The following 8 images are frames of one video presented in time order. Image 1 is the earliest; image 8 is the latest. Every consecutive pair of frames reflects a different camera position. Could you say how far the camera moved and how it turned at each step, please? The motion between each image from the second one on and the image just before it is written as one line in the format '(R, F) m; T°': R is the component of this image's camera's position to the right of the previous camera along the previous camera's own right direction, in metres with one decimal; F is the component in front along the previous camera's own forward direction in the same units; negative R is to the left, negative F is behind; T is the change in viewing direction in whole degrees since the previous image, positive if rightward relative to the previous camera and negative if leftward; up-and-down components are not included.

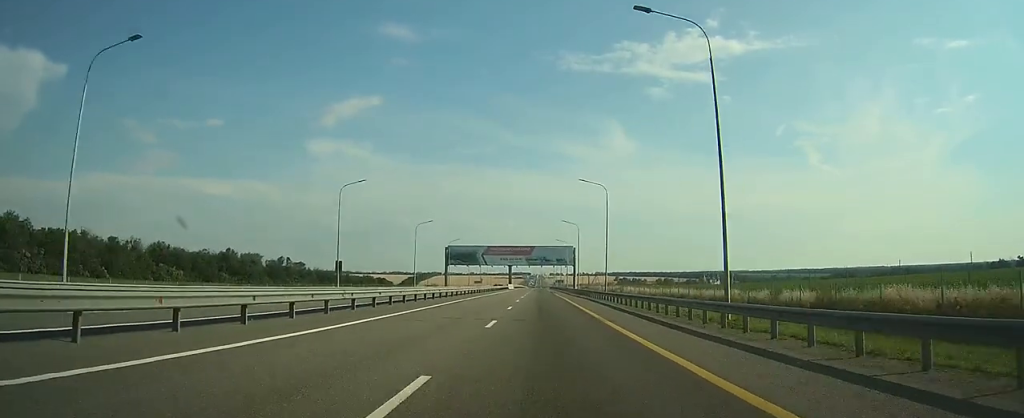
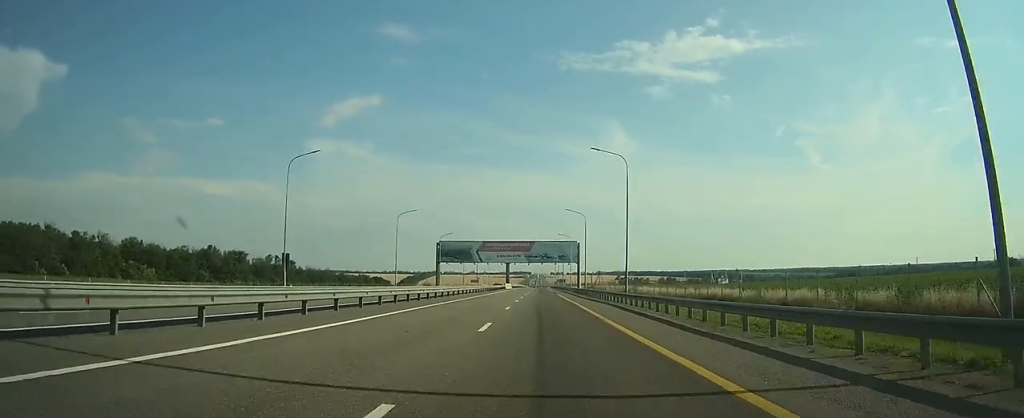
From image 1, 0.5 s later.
(0.0, +14.2) m; 0°
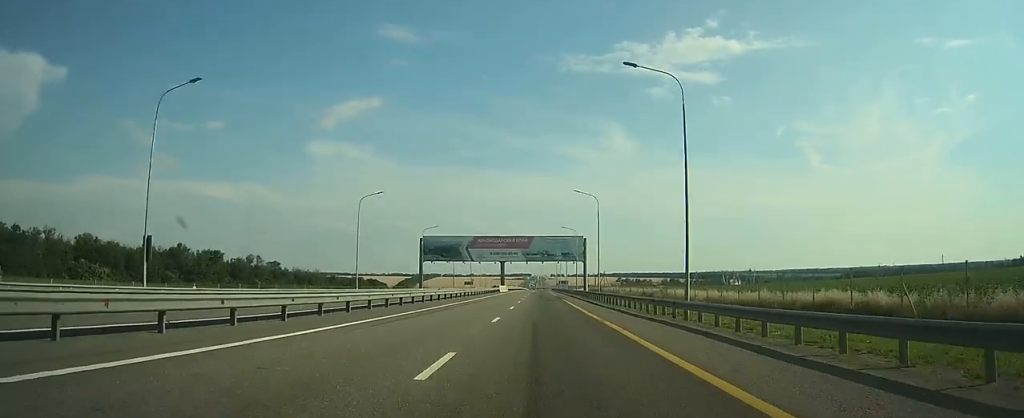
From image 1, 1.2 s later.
(0.0, +19.7) m; 0°
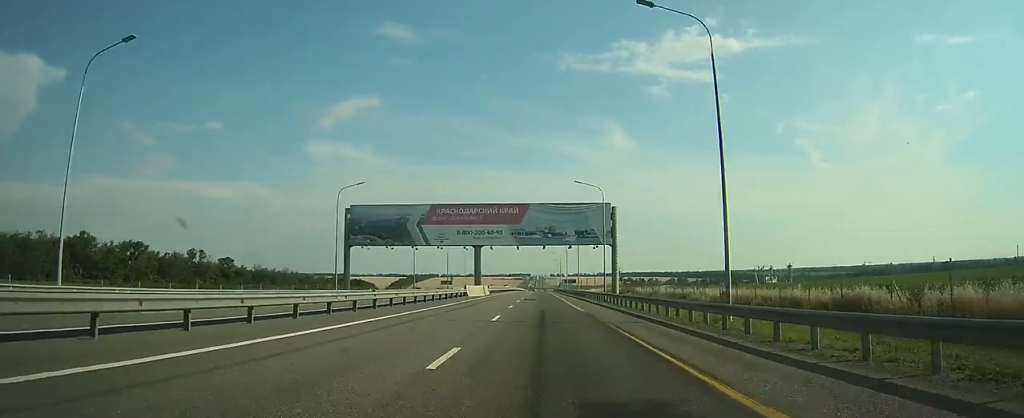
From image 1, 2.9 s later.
(-0.1, +47.6) m; 0°
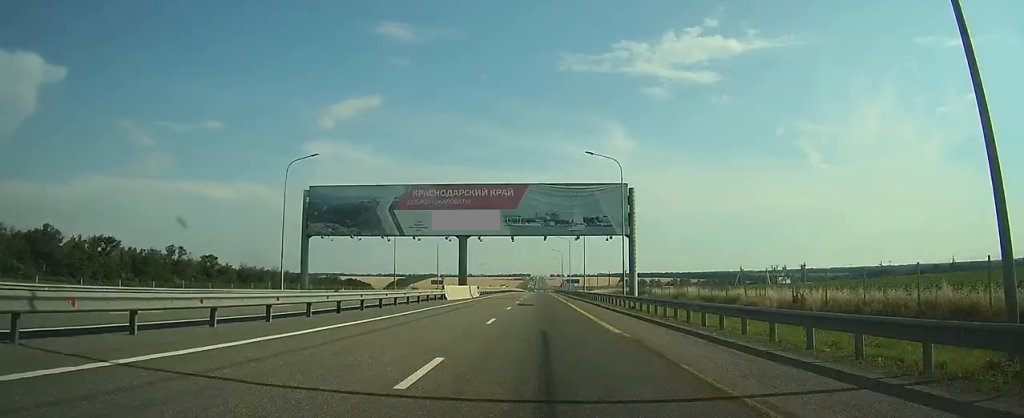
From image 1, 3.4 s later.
(0.0, +13.9) m; 0°
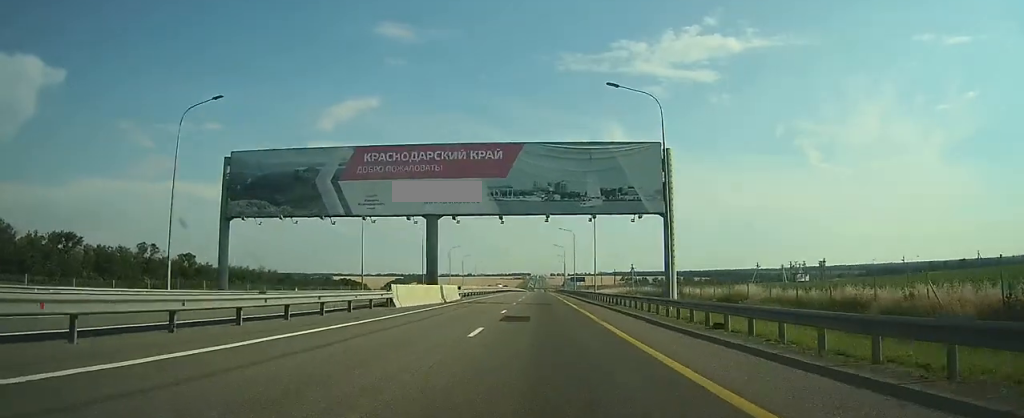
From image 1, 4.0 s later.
(0.0, +16.6) m; 0°
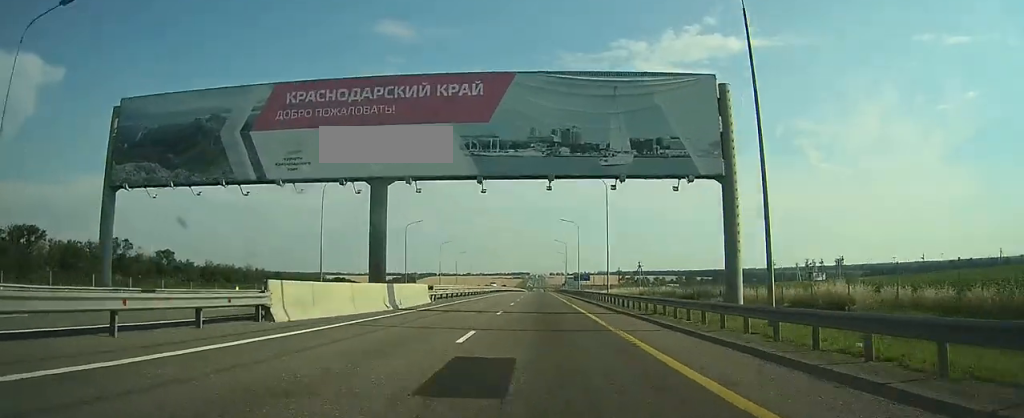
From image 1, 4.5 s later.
(0.0, +13.8) m; 0°
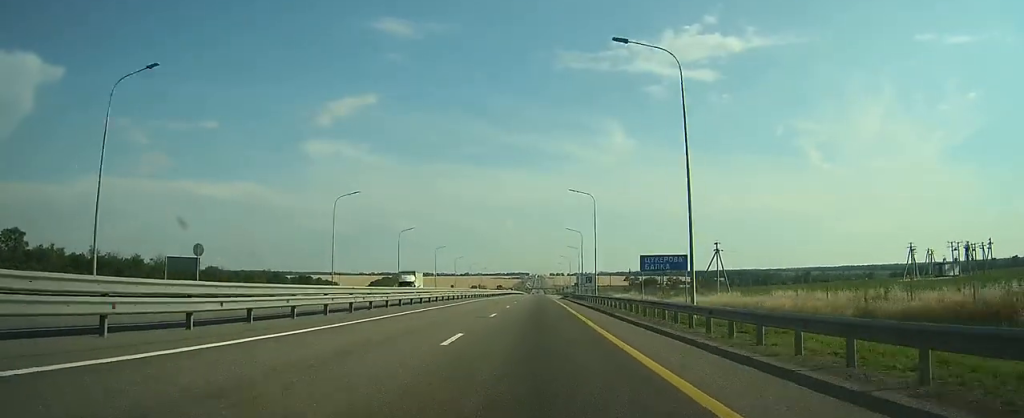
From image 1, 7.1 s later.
(0.0, +72.3) m; 0°
